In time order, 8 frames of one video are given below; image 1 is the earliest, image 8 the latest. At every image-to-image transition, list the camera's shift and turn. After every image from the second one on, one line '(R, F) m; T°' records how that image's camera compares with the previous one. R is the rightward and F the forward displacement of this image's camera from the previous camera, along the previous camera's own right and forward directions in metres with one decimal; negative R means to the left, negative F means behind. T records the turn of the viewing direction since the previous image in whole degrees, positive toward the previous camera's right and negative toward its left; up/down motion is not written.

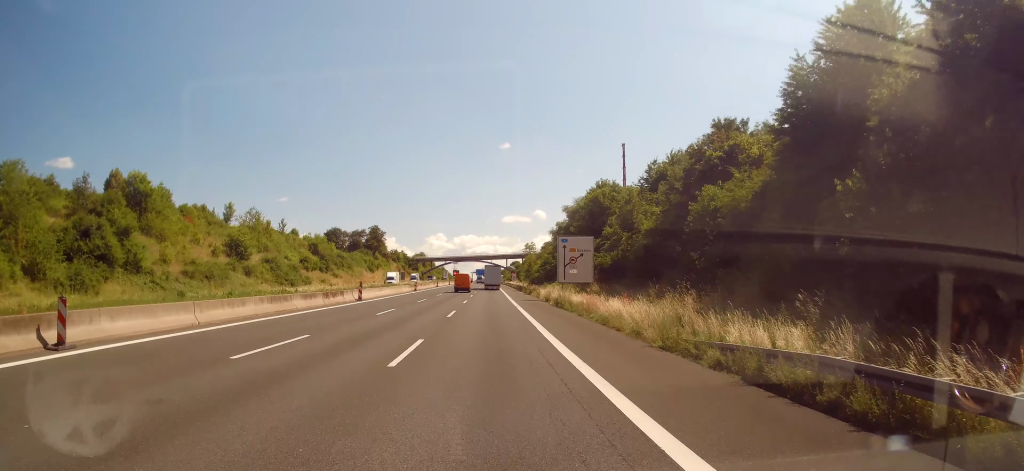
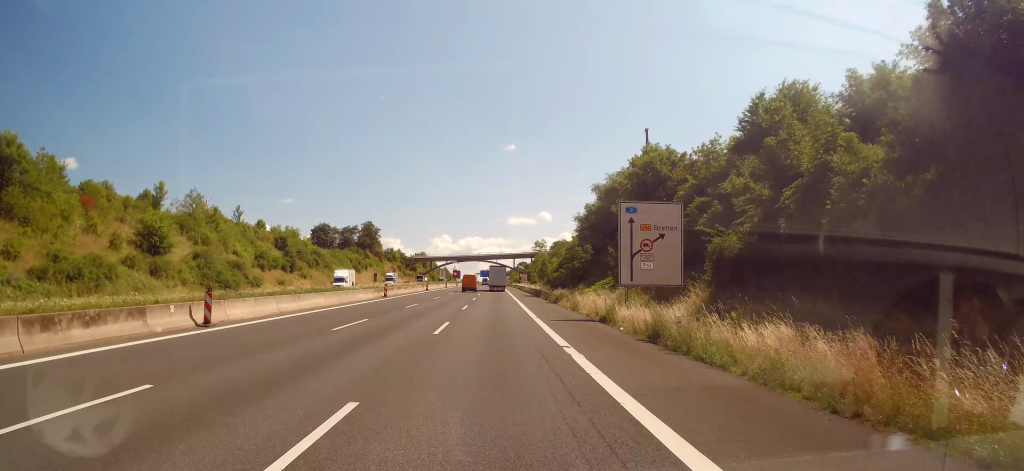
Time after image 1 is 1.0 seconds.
(-0.1, +26.7) m; 0°
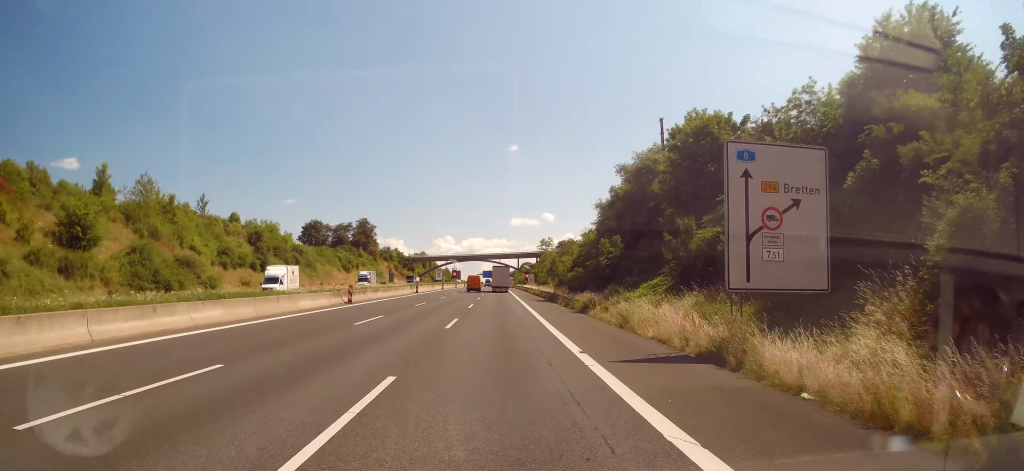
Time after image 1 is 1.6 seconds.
(0.0, +15.5) m; 0°
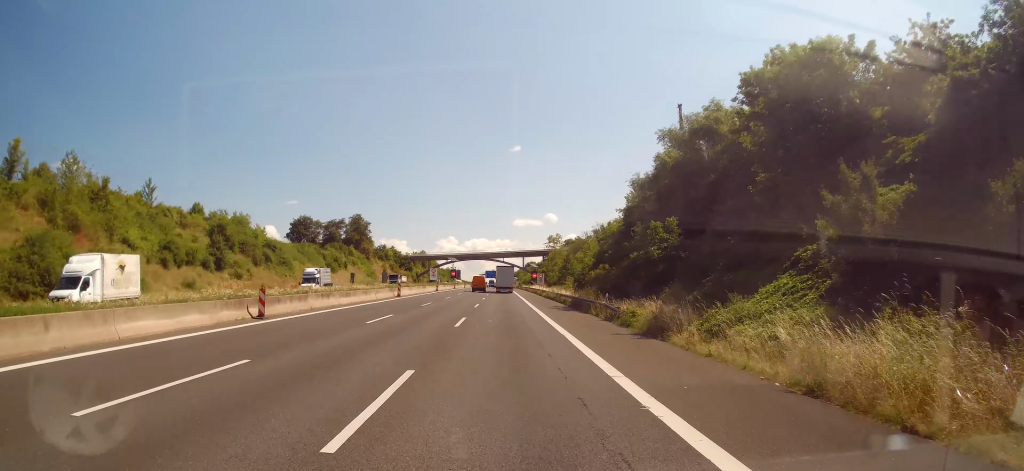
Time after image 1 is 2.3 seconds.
(-0.1, +17.3) m; 0°
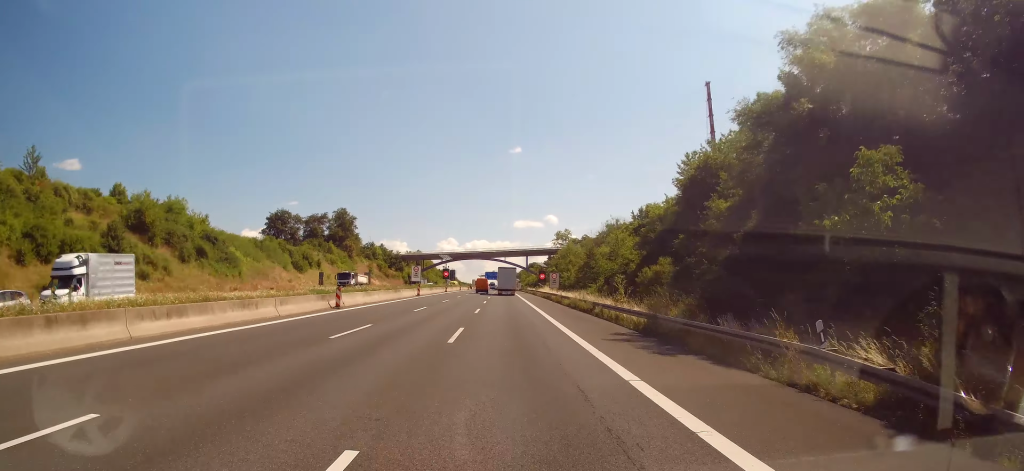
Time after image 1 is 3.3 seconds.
(0.0, +25.7) m; +1°
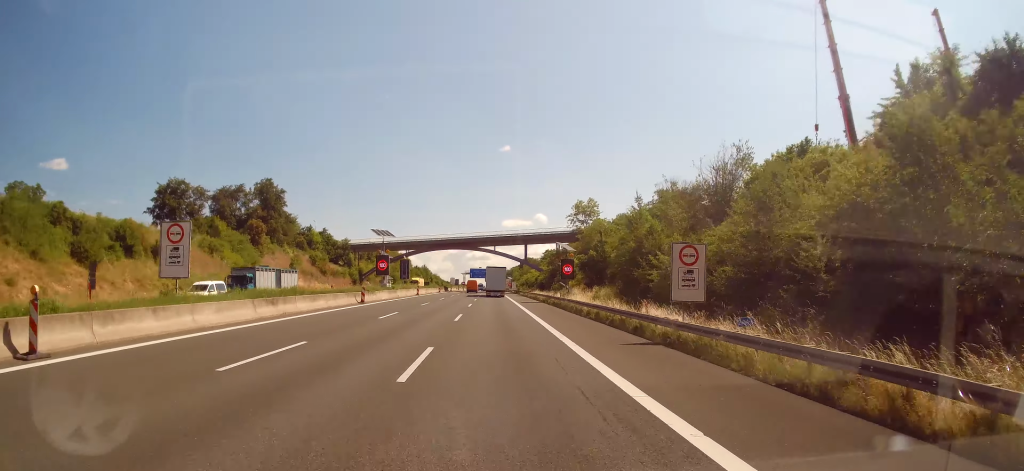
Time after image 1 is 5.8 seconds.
(-0.1, +61.4) m; 0°
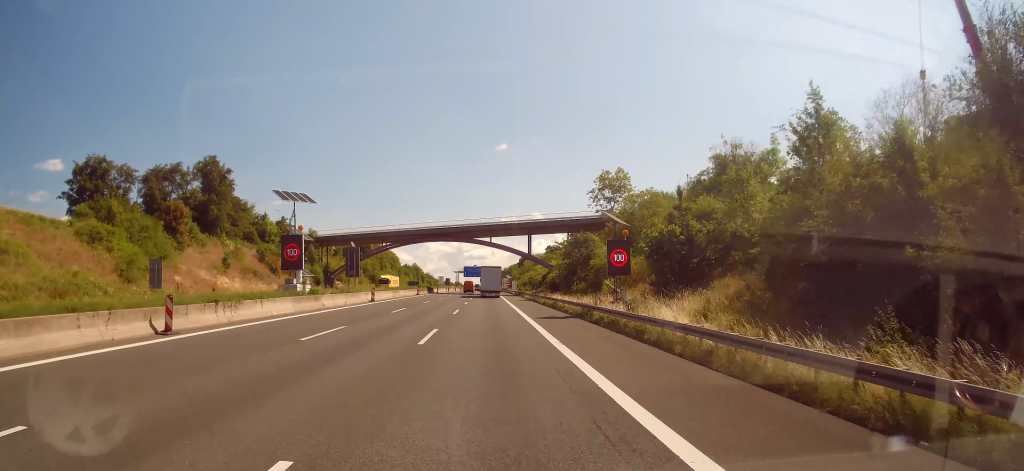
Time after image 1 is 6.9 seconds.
(+0.5, +28.1) m; +1°
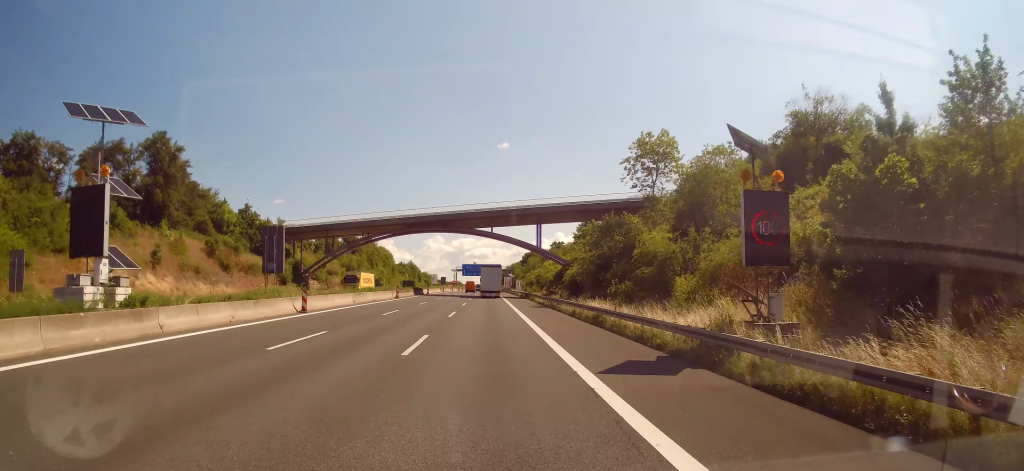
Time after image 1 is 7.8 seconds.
(+0.1, +20.4) m; -1°
